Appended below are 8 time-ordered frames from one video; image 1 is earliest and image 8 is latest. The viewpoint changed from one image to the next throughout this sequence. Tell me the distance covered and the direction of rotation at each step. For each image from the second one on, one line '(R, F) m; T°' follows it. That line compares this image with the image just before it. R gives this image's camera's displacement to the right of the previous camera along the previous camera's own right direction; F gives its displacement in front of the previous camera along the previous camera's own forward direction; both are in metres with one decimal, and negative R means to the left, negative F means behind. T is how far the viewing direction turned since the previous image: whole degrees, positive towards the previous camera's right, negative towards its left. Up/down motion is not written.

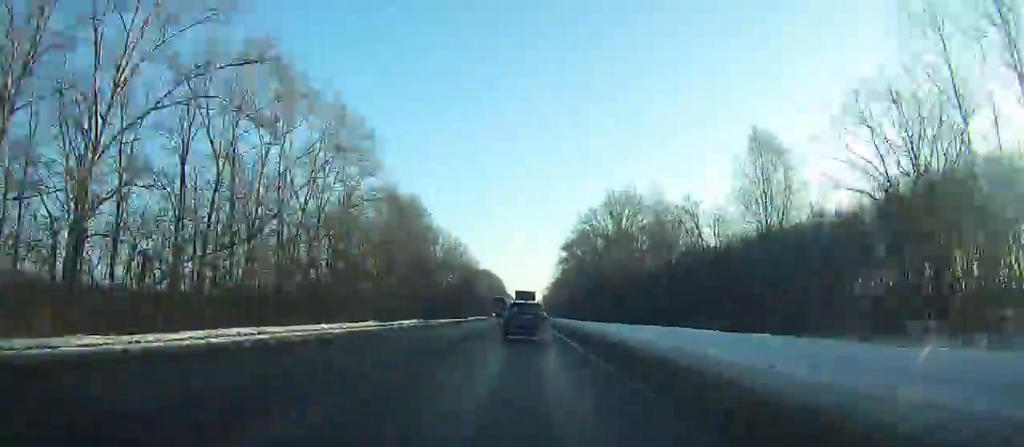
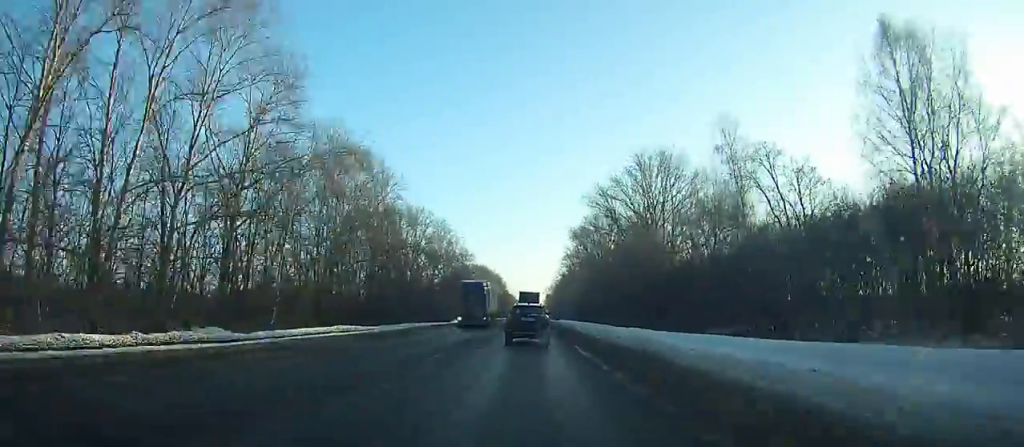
(-0.1, +27.1) m; 0°
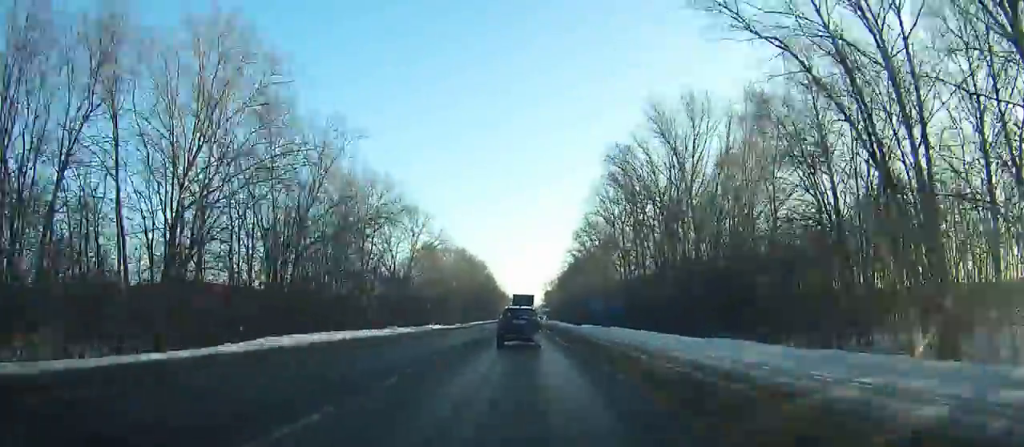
(-0.3, +75.3) m; 0°
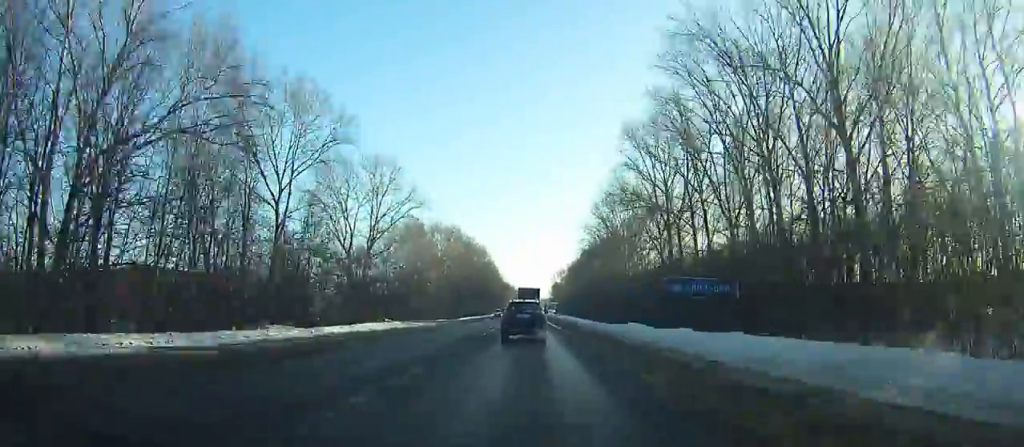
(0.0, +31.4) m; 0°
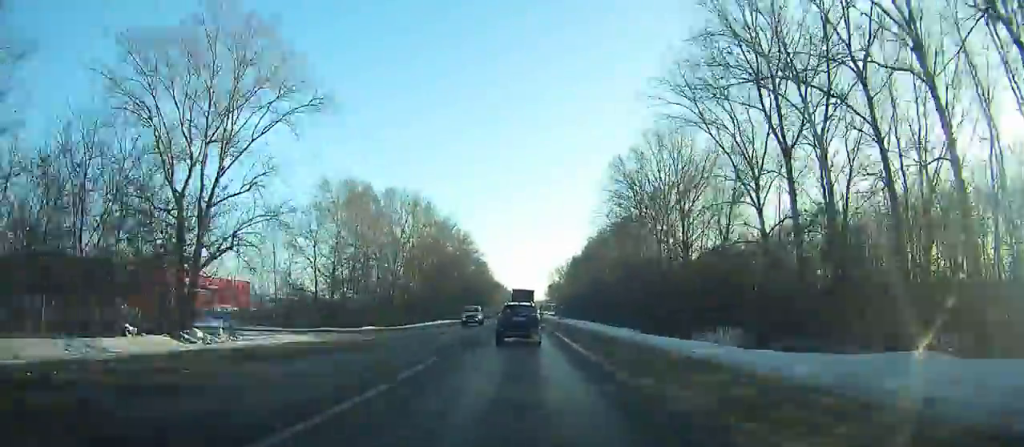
(0.0, +39.9) m; 0°
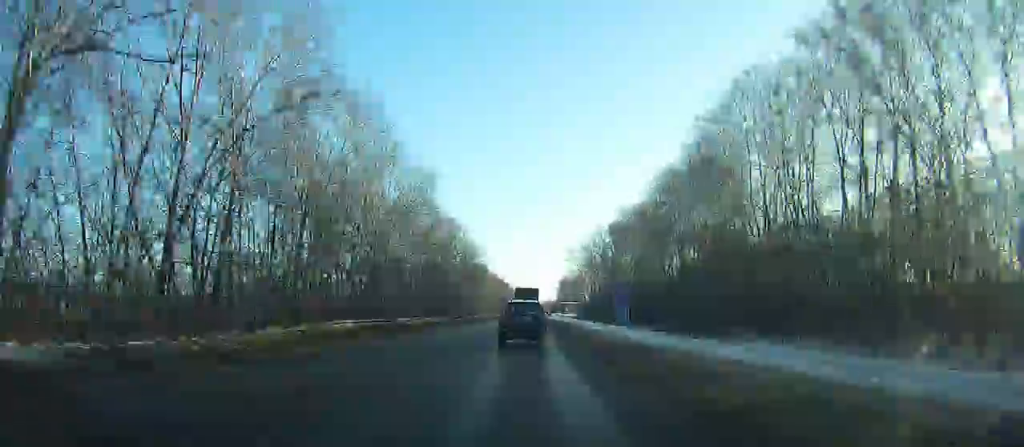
(+0.2, +106.5) m; 0°
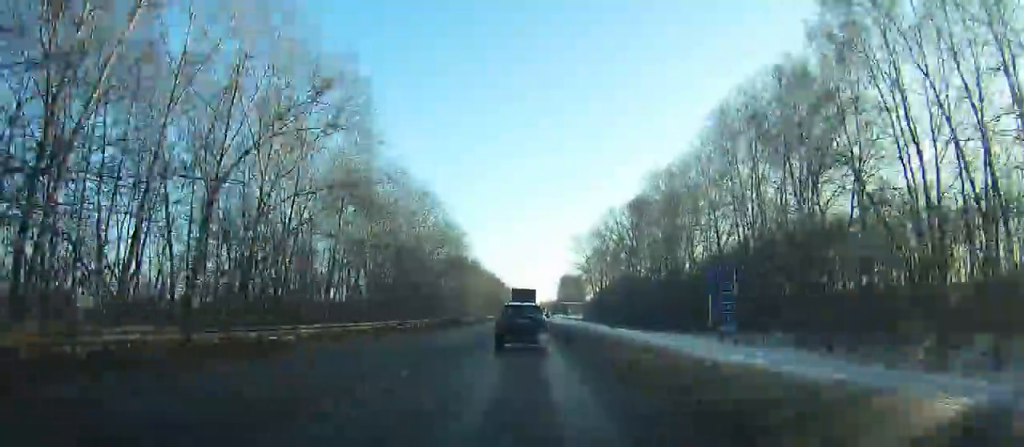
(+0.1, +33.1) m; 0°
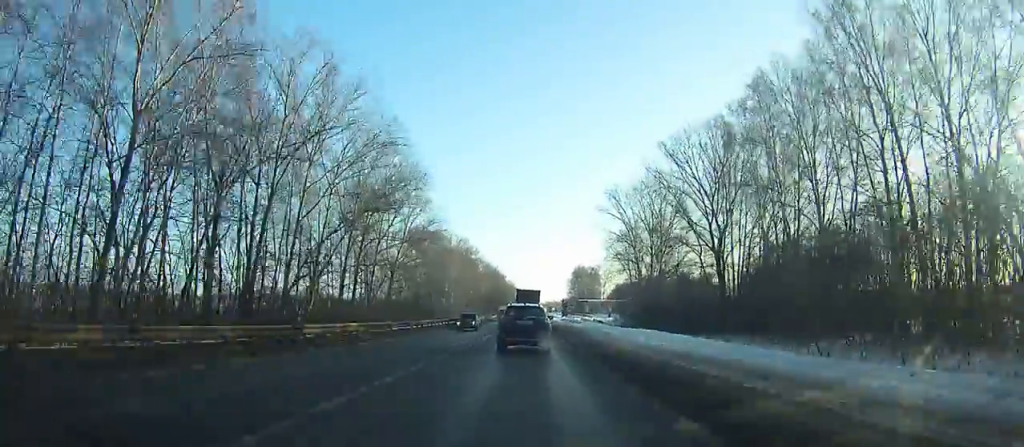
(-0.1, +59.0) m; 0°
